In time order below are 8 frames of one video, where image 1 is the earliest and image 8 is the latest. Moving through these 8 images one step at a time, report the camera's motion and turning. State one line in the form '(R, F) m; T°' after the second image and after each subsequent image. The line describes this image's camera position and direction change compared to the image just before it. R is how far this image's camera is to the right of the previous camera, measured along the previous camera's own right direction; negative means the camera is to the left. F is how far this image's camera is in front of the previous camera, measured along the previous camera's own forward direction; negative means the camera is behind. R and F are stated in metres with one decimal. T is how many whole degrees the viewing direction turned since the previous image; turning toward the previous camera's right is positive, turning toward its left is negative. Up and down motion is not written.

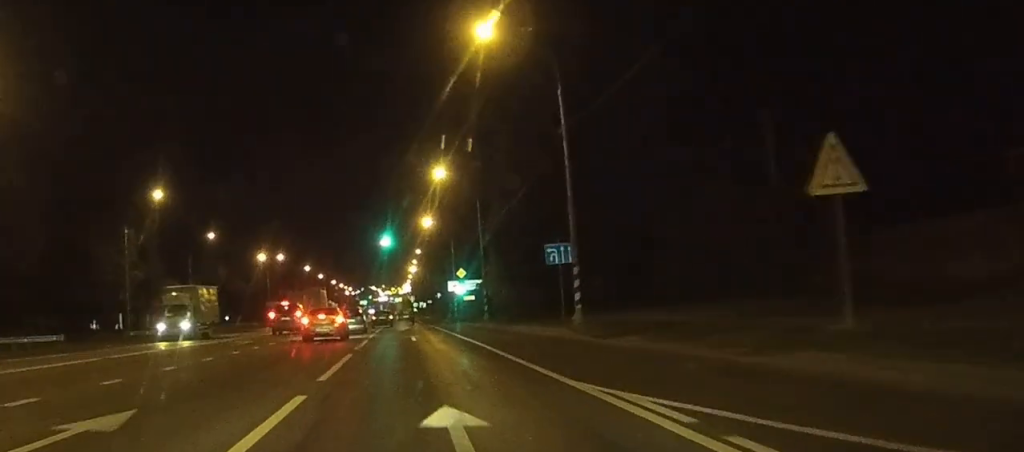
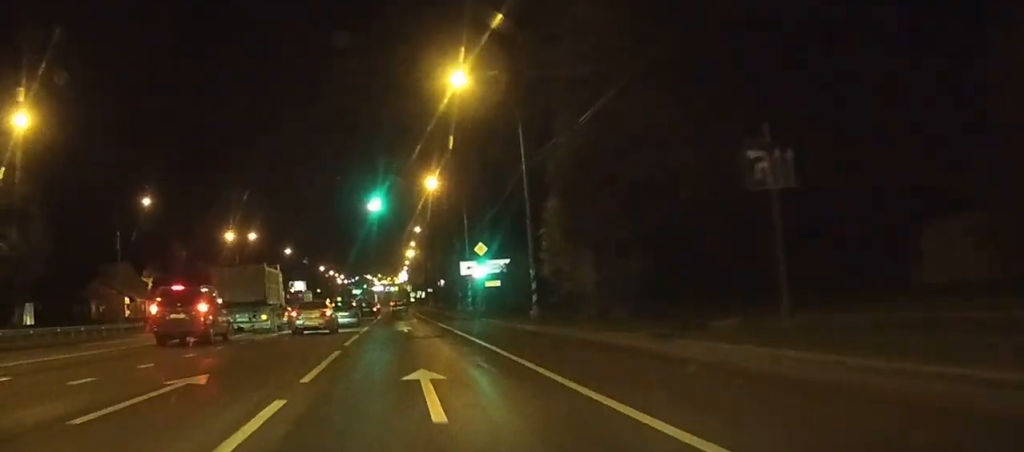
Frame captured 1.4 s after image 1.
(0.0, +25.7) m; 0°
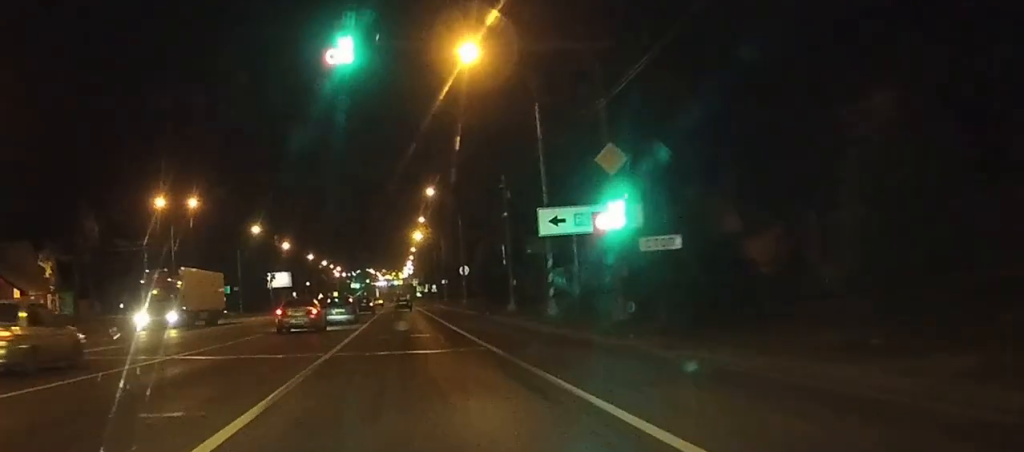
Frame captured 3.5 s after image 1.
(-0.2, +39.0) m; 0°
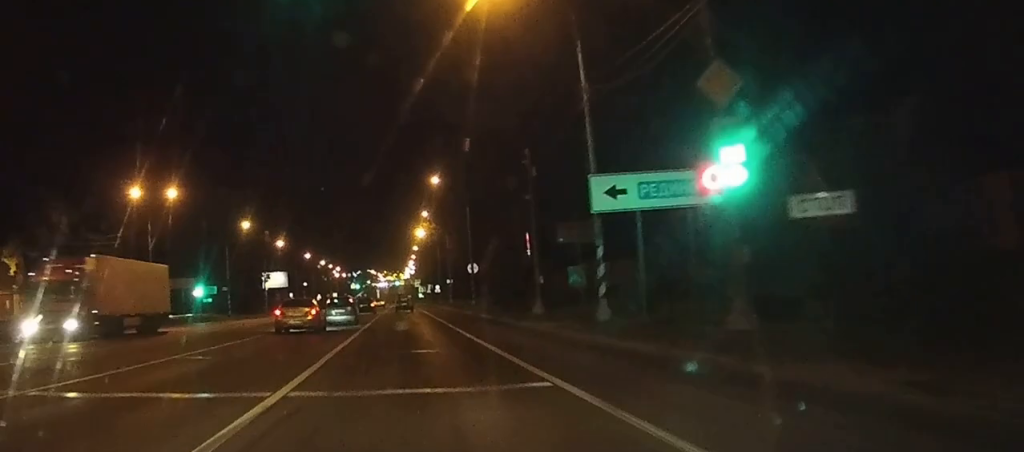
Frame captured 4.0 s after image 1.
(0.0, +8.8) m; 0°
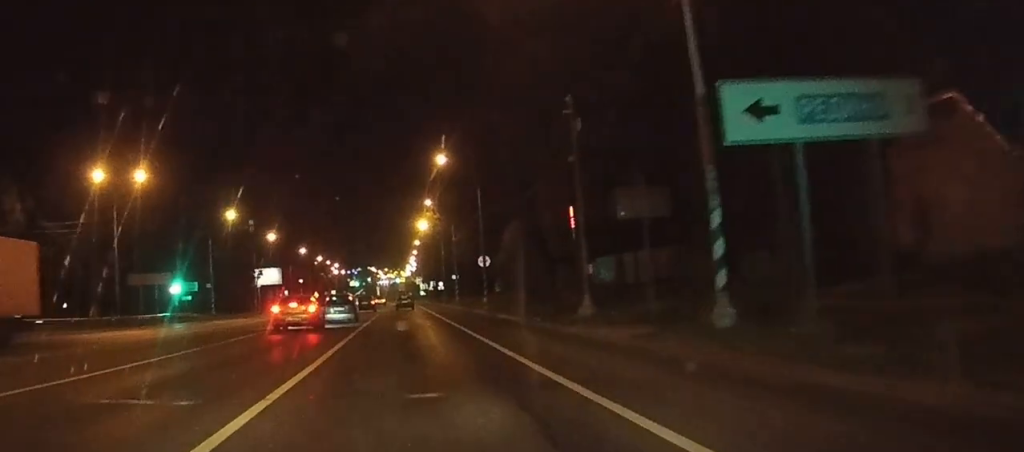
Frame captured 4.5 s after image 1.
(0.0, +10.2) m; 0°
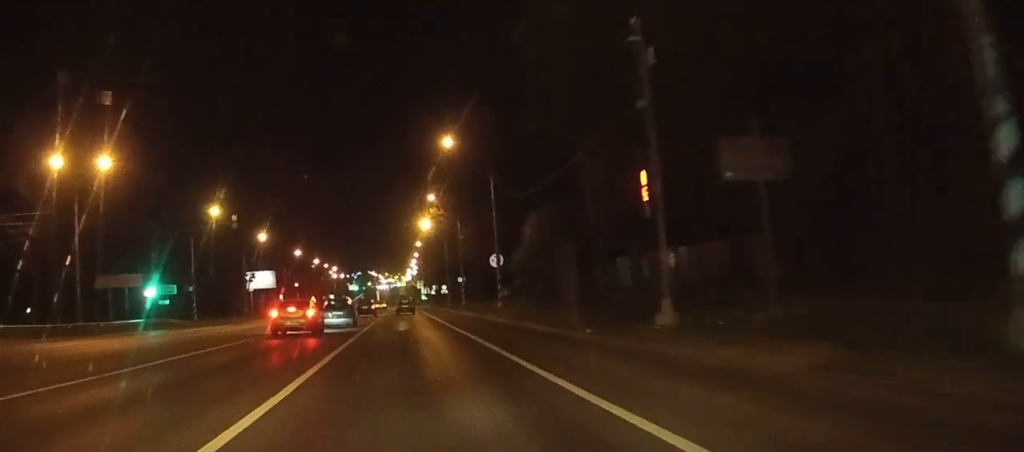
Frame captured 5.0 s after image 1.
(0.0, +8.9) m; 0°
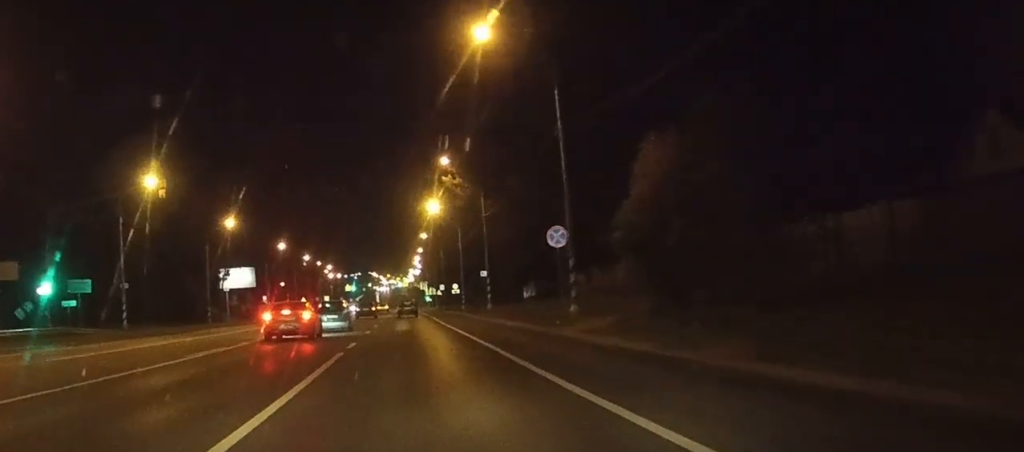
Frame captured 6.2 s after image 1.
(+0.1, +23.9) m; 0°
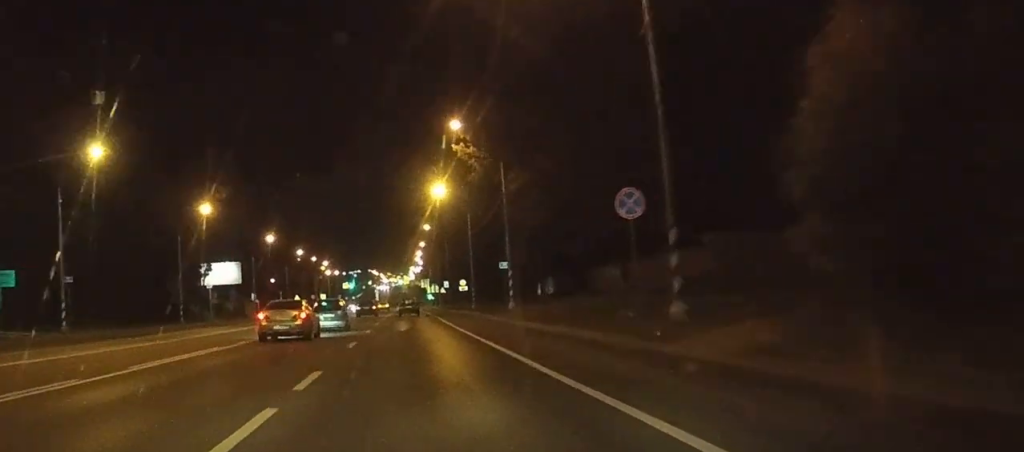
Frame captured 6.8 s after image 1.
(0.0, +12.4) m; 0°
